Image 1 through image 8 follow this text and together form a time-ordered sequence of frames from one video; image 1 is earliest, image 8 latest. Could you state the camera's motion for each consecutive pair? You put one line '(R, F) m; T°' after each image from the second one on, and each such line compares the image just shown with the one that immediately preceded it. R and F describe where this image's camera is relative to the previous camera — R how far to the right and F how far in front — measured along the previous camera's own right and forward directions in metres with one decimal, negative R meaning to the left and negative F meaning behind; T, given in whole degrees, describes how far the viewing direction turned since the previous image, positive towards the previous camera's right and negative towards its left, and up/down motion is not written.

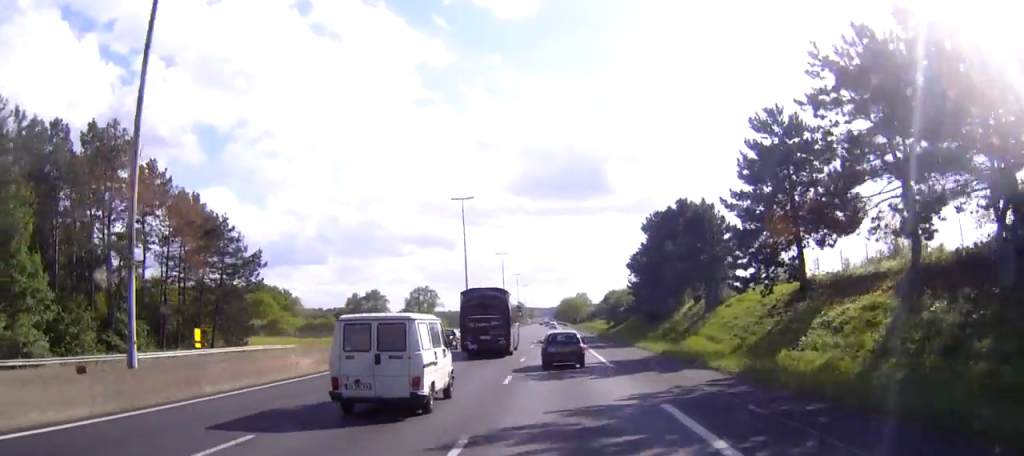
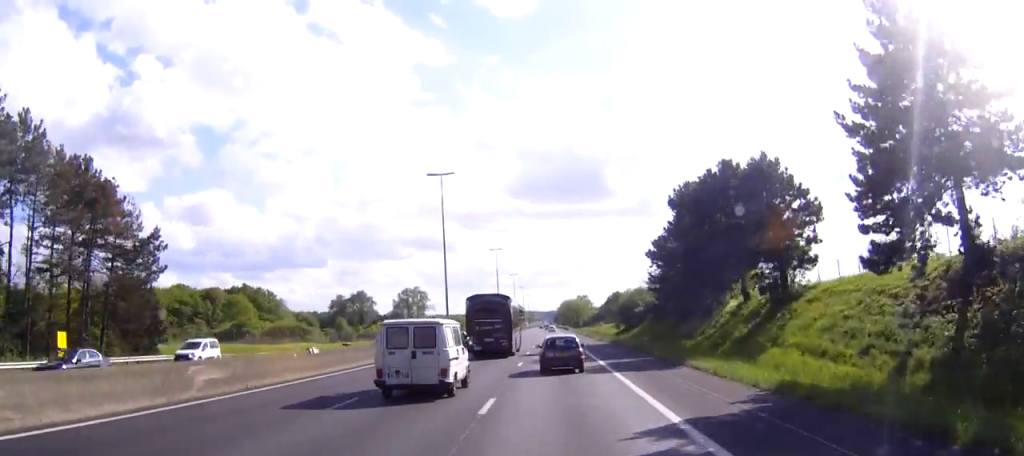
(0.0, +18.4) m; 0°
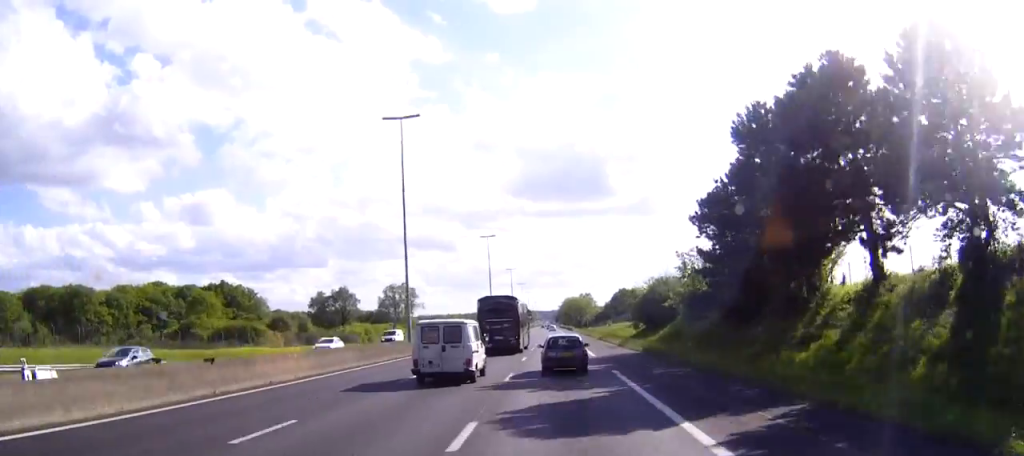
(+0.1, +21.8) m; 0°
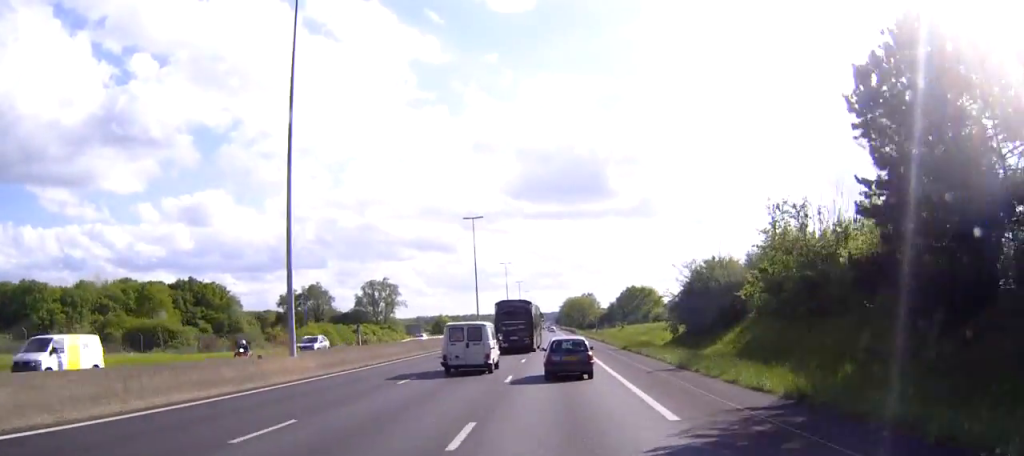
(-0.1, +25.9) m; -1°
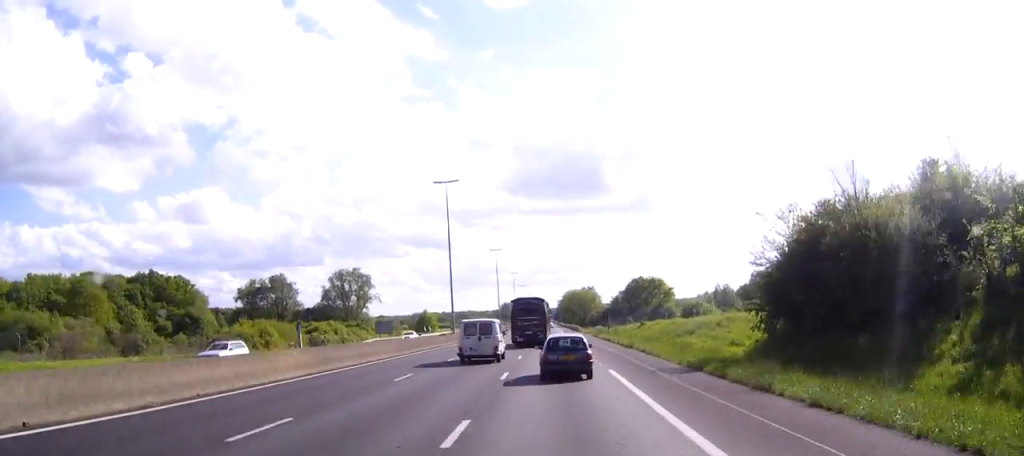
(-0.1, +26.0) m; 0°
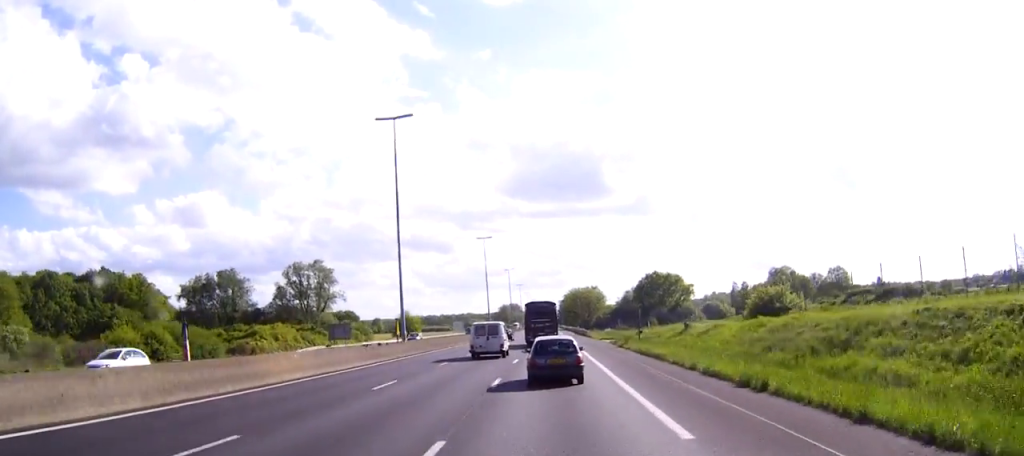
(+0.1, +28.4) m; 0°
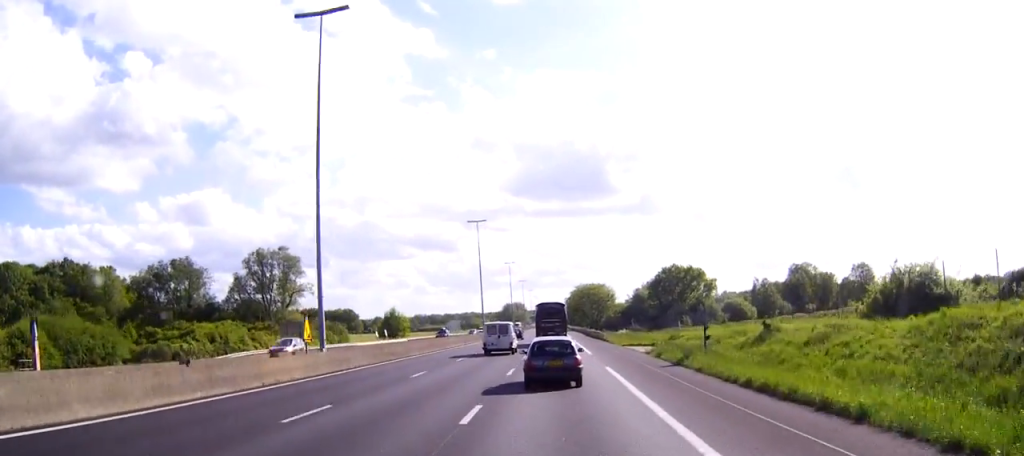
(0.0, +21.1) m; 0°
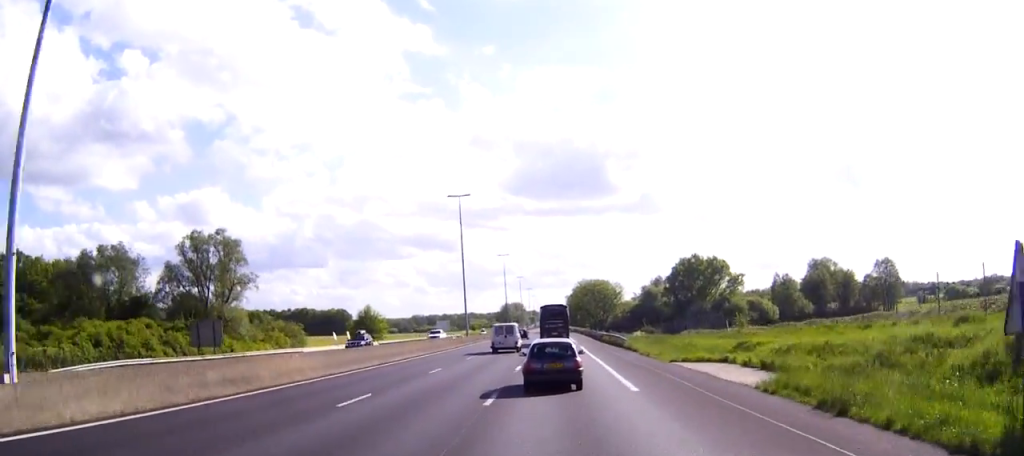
(0.0, +22.6) m; 0°
